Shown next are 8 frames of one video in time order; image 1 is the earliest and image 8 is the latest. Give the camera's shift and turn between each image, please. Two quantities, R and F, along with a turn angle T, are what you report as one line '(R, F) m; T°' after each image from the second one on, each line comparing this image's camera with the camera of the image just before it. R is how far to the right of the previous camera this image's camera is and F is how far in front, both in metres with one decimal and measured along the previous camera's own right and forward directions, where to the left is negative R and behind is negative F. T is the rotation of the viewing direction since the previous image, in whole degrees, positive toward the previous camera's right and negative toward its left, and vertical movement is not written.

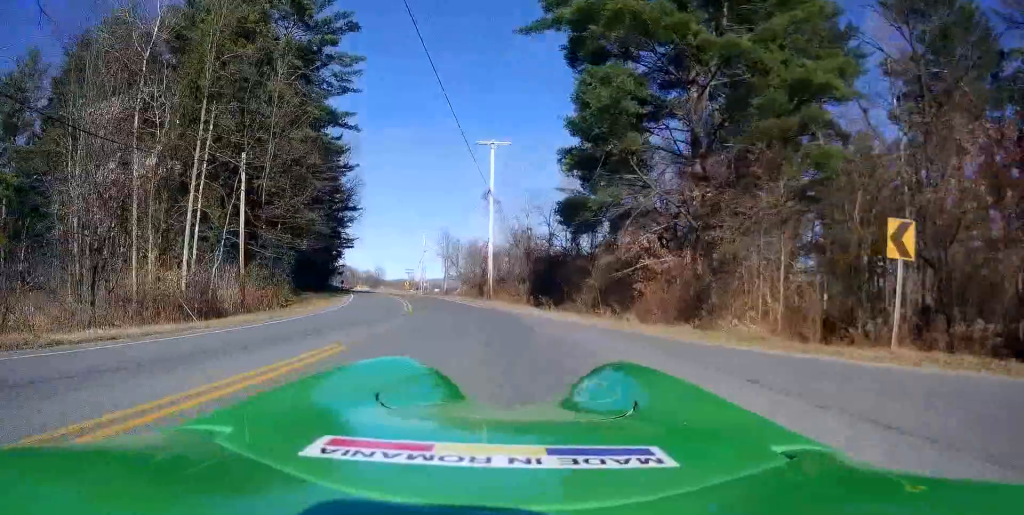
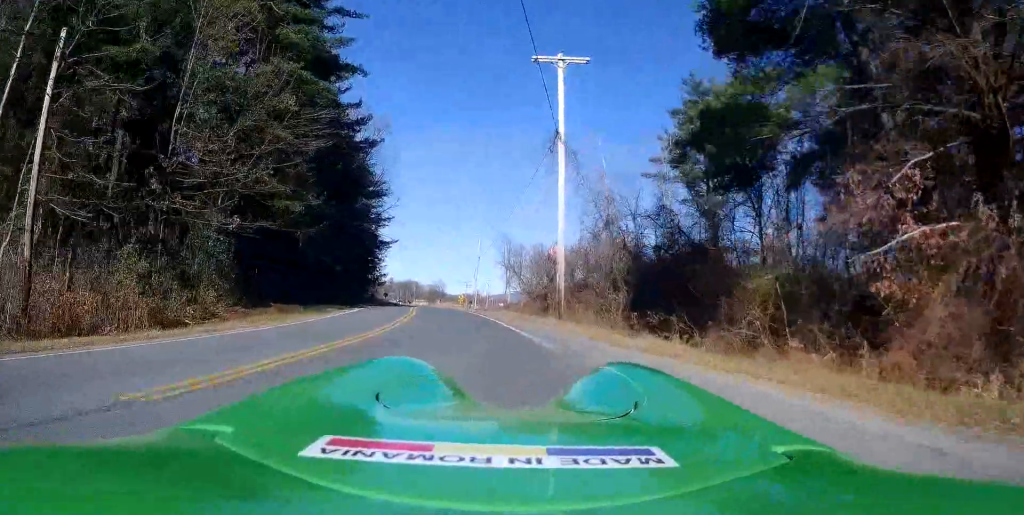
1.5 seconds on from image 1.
(-0.5, +17.0) m; -7°
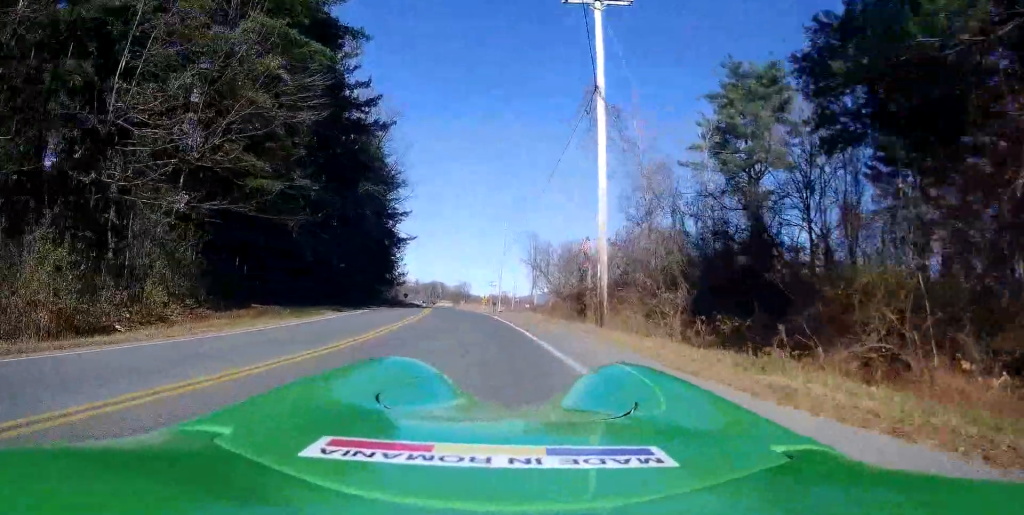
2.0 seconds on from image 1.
(-0.3, +5.3) m; -1°
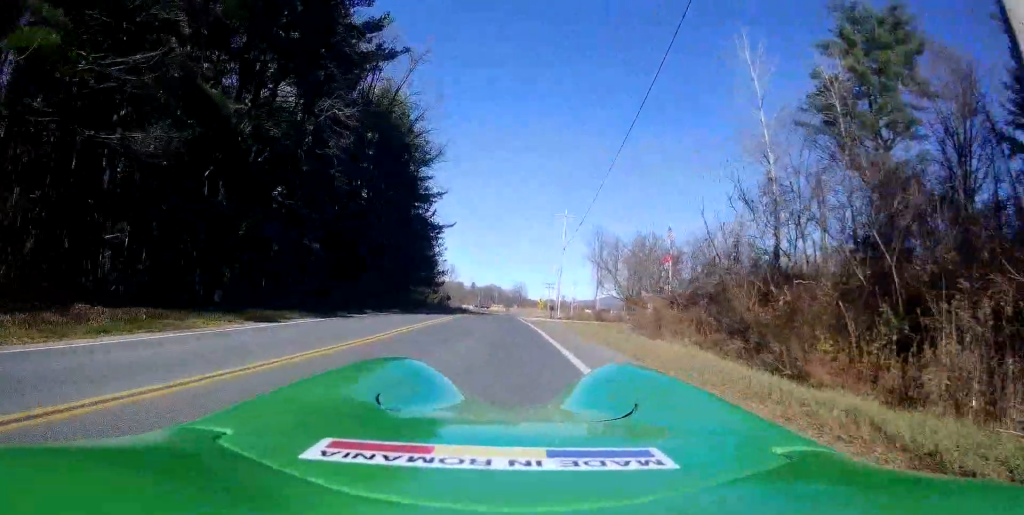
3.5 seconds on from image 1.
(-0.1, +15.5) m; -3°
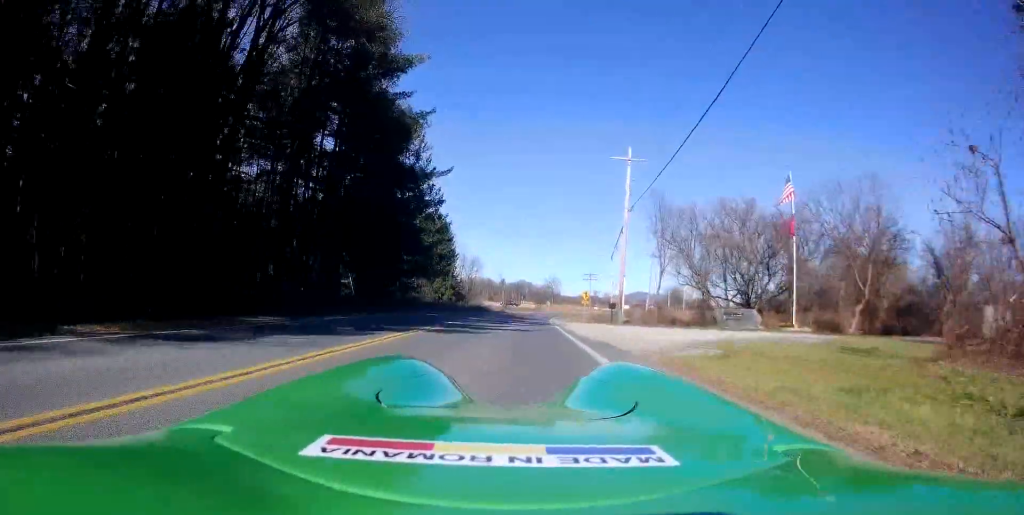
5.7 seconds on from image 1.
(-1.8, +23.1) m; -4°
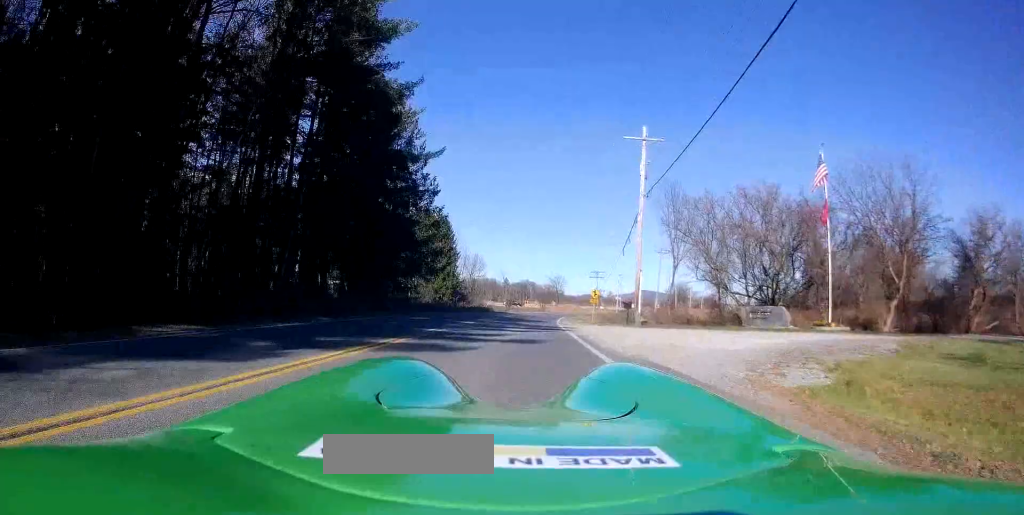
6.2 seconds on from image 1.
(0.0, +4.8) m; 0°
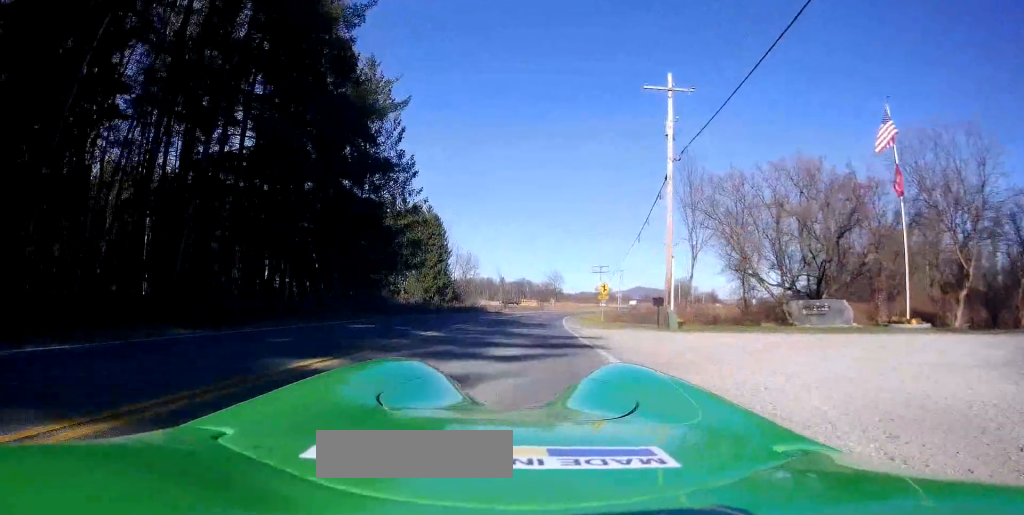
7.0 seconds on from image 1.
(0.0, +8.2) m; 0°
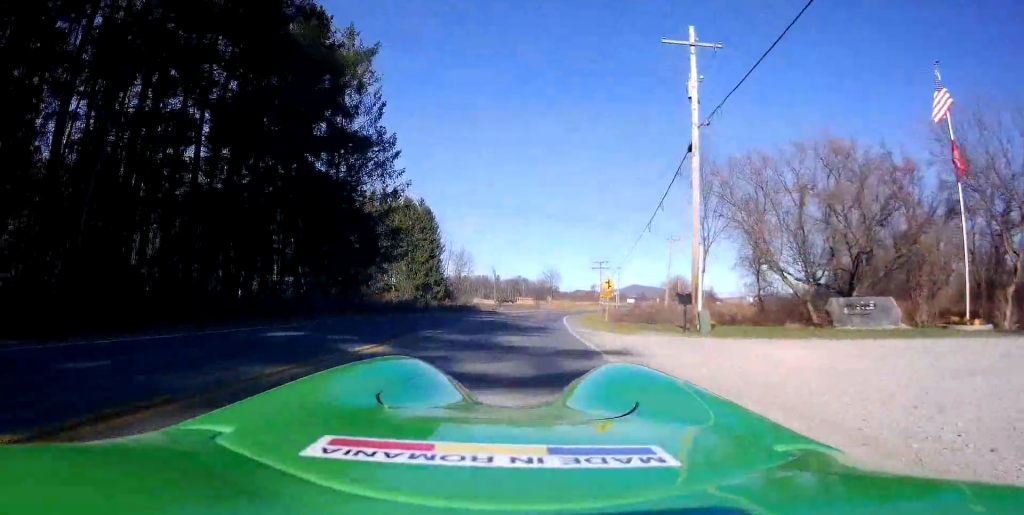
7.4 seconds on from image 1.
(0.0, +4.7) m; 0°
